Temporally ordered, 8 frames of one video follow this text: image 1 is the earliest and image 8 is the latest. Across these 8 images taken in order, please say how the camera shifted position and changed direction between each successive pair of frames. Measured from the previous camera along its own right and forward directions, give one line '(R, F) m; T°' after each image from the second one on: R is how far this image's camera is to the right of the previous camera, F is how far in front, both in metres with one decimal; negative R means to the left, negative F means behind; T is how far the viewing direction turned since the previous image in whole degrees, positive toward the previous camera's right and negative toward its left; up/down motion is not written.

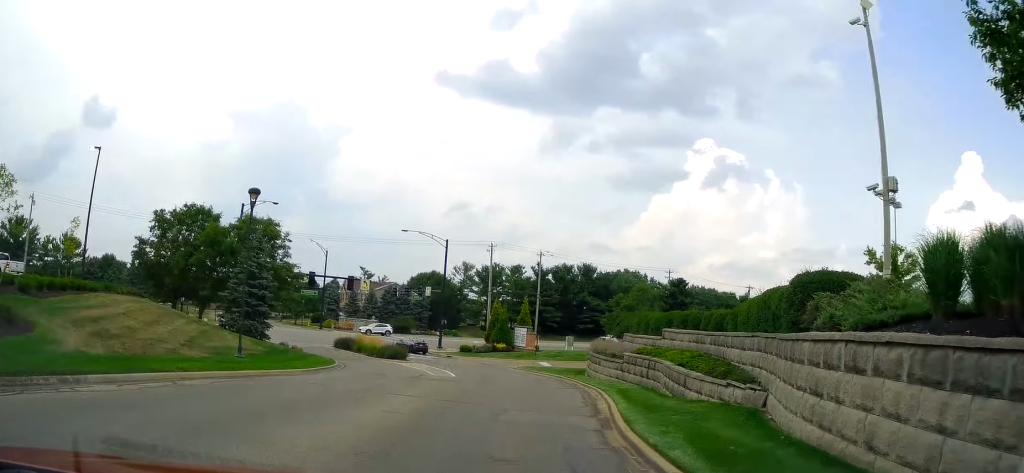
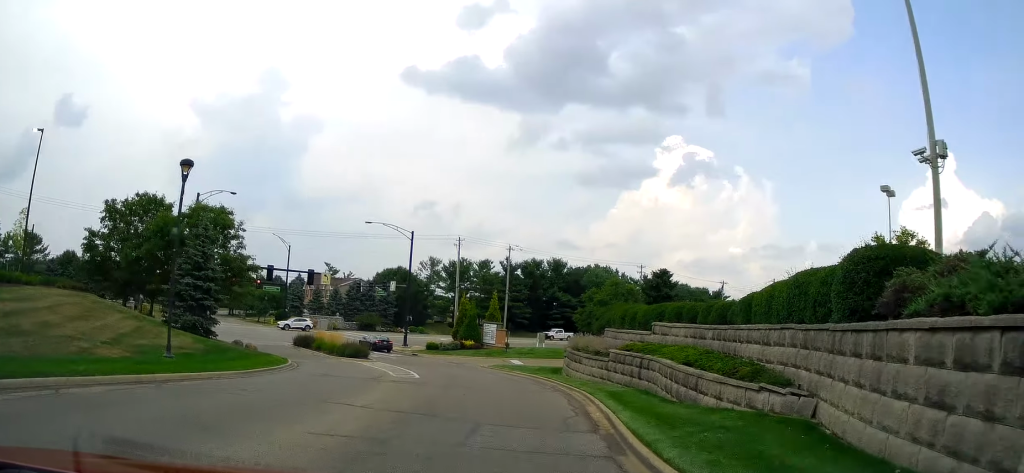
(+0.1, +2.8) m; +2°
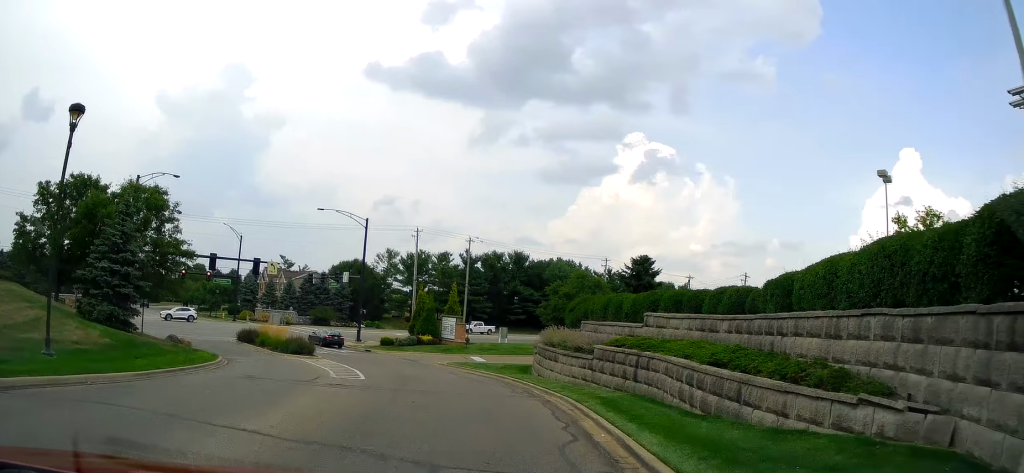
(+0.1, +3.8) m; +3°
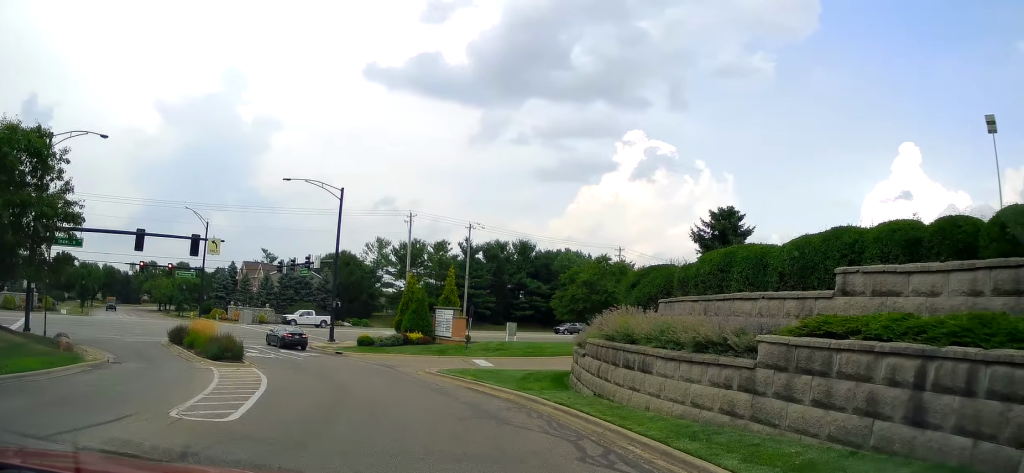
(+0.7, +10.6) m; +5°
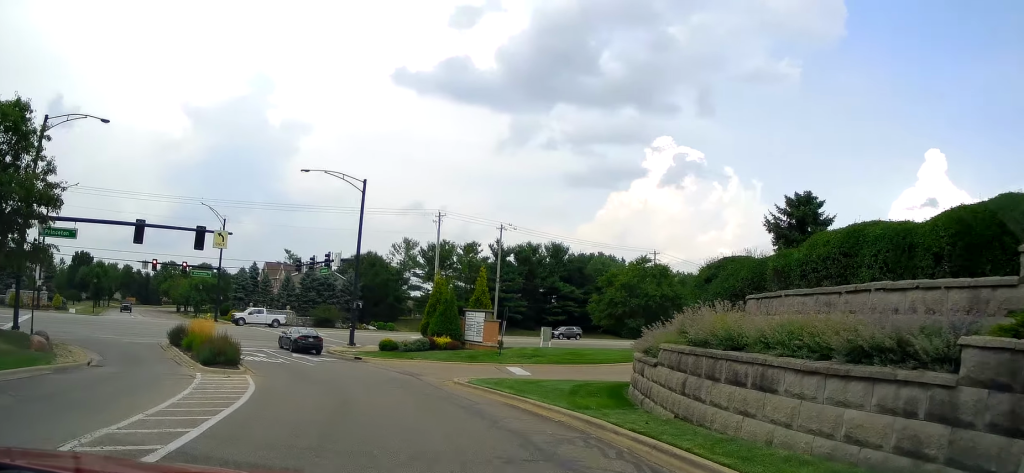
(+0.1, +3.4) m; 0°
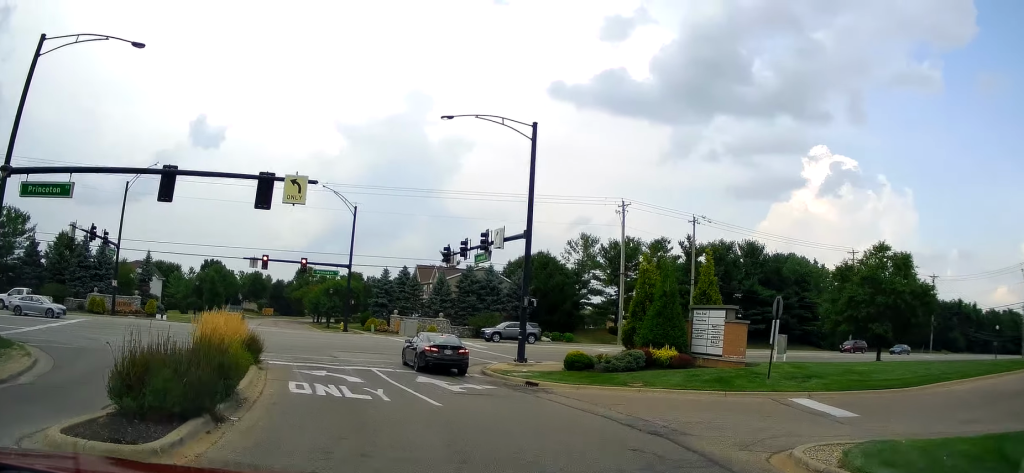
(-1.2, +13.9) m; -10°
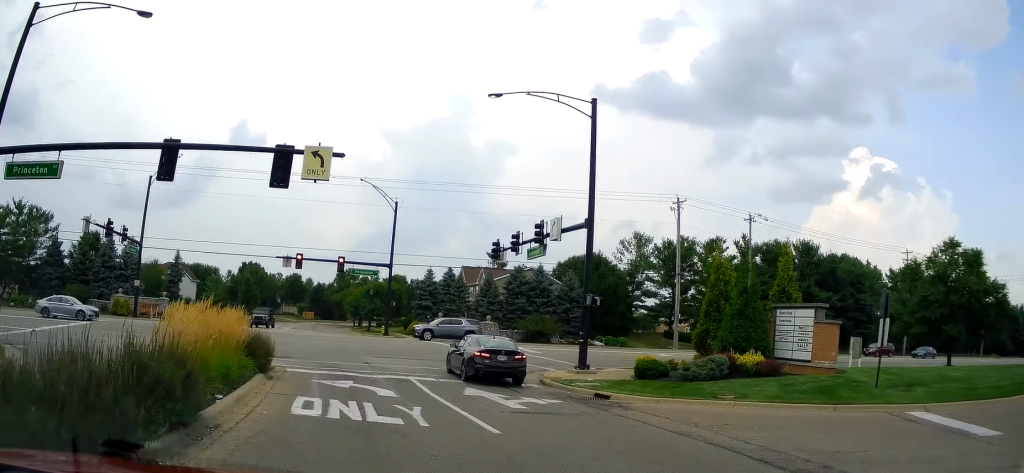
(-0.2, +3.6) m; -4°
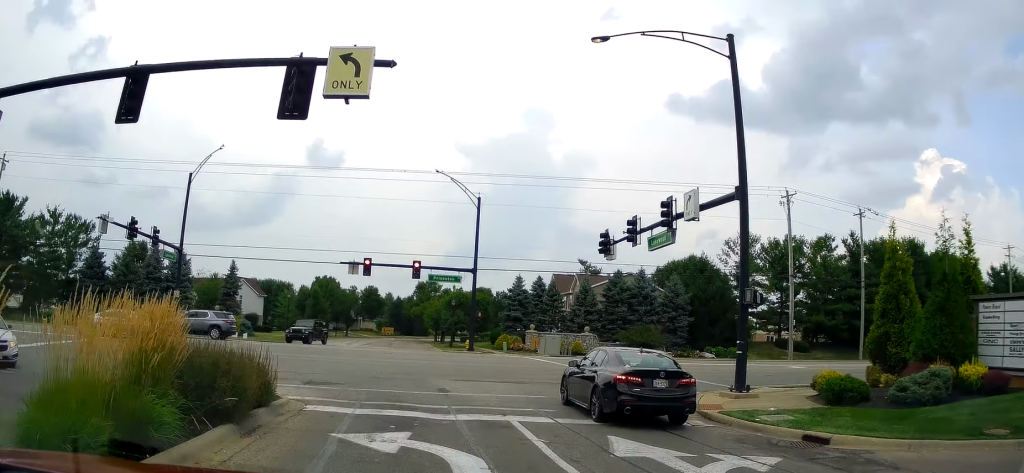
(-0.6, +7.7) m; -10°
